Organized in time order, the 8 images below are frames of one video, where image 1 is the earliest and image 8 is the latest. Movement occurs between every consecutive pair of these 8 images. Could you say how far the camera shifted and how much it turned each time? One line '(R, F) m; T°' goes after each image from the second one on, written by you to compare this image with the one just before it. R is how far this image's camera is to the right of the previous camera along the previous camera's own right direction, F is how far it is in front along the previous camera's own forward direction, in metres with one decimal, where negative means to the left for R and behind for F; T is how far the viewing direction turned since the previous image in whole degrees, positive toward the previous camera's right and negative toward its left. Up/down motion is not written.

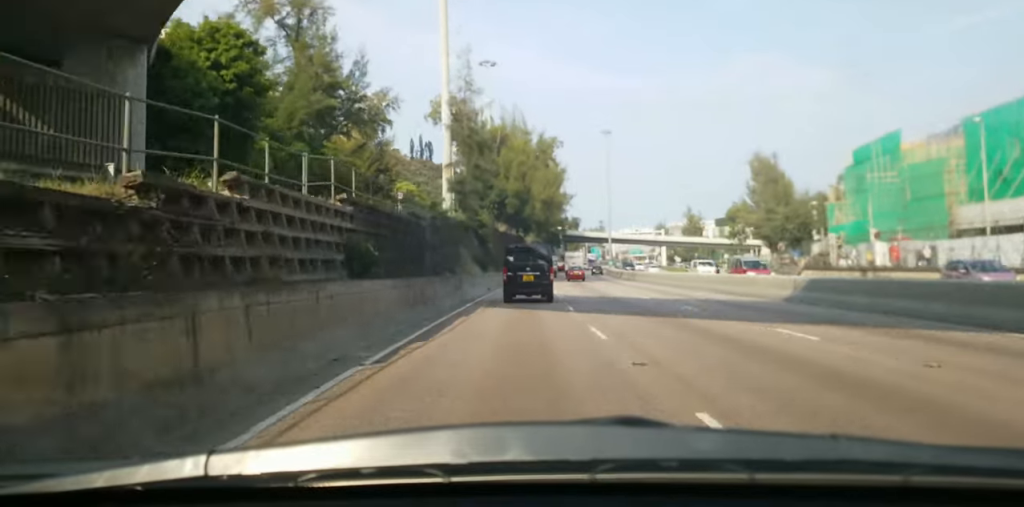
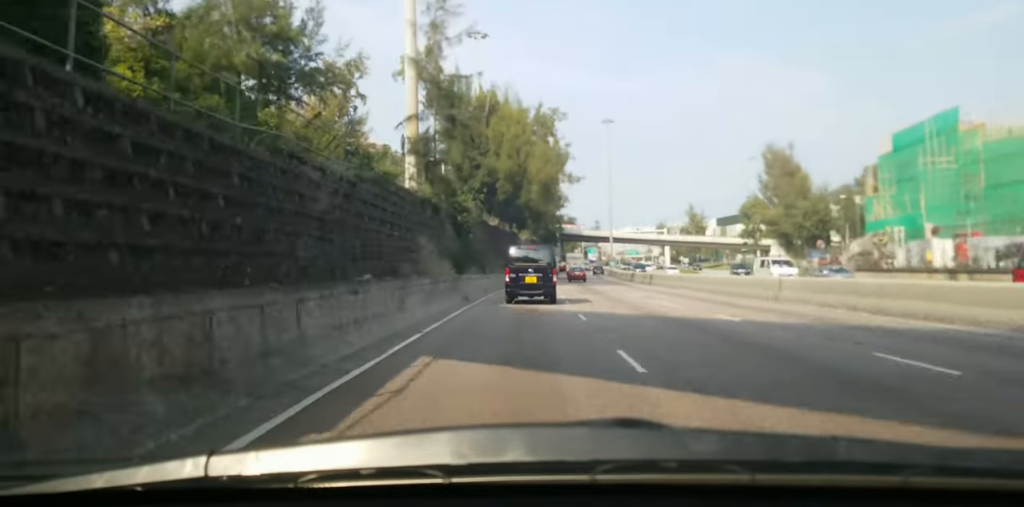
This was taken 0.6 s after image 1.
(-0.2, +12.8) m; -1°
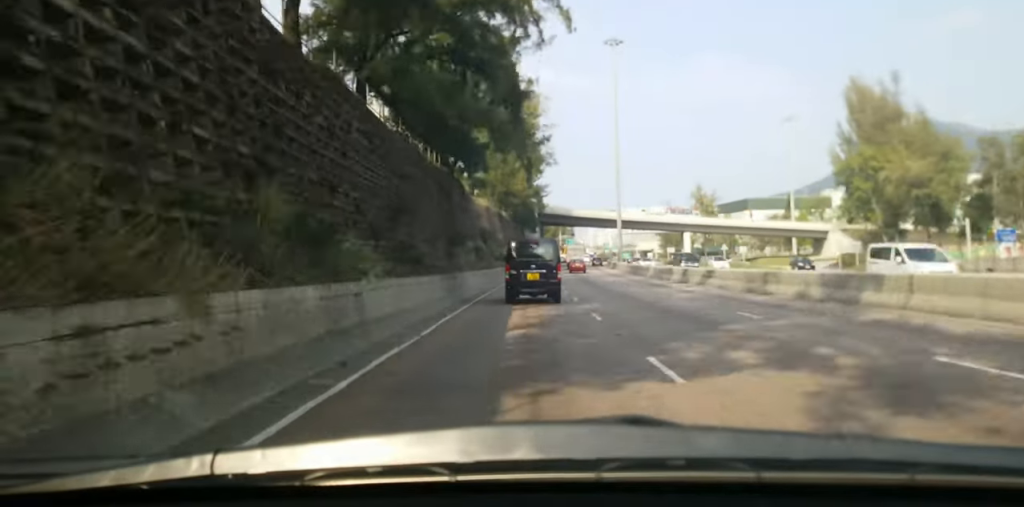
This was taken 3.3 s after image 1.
(+0.7, +56.4) m; +2°
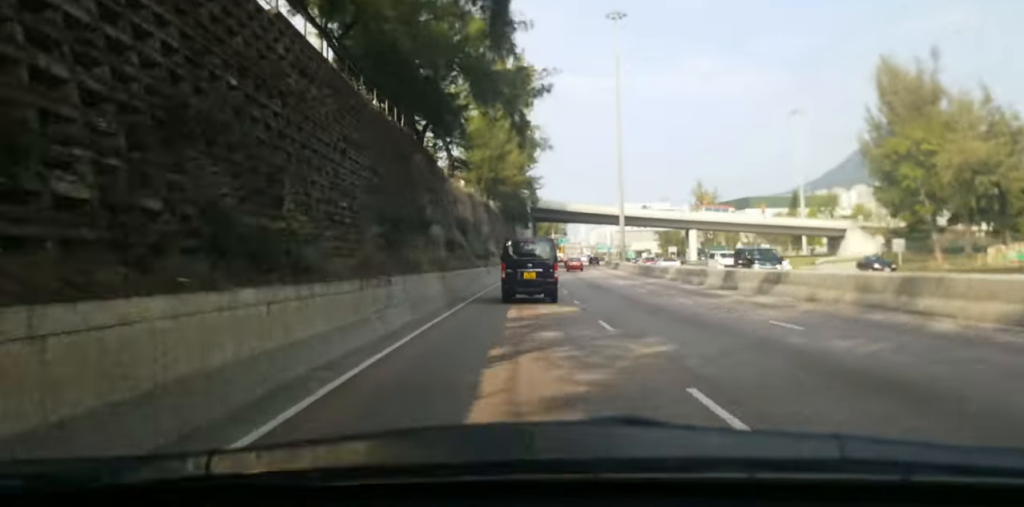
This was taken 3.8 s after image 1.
(+0.2, +11.6) m; +1°
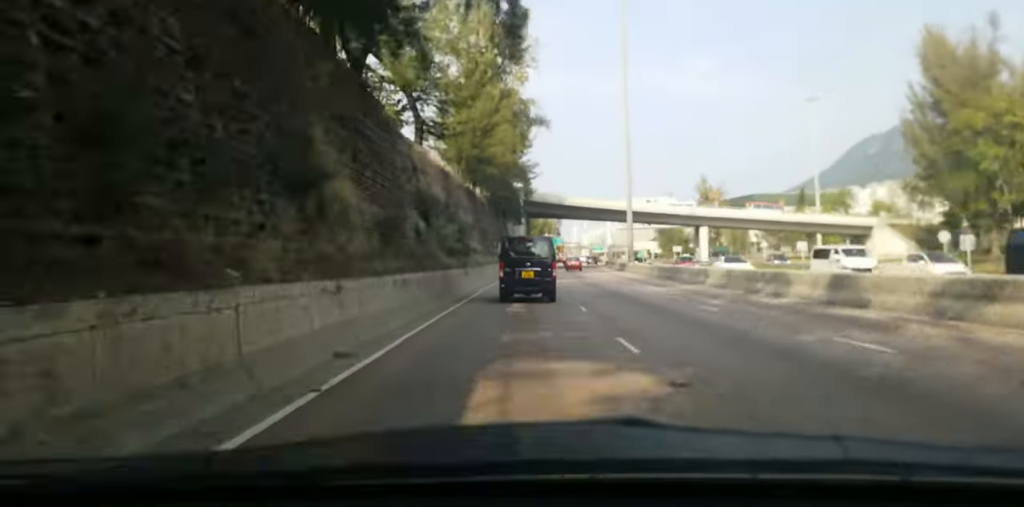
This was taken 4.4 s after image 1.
(+0.4, +12.3) m; +1°
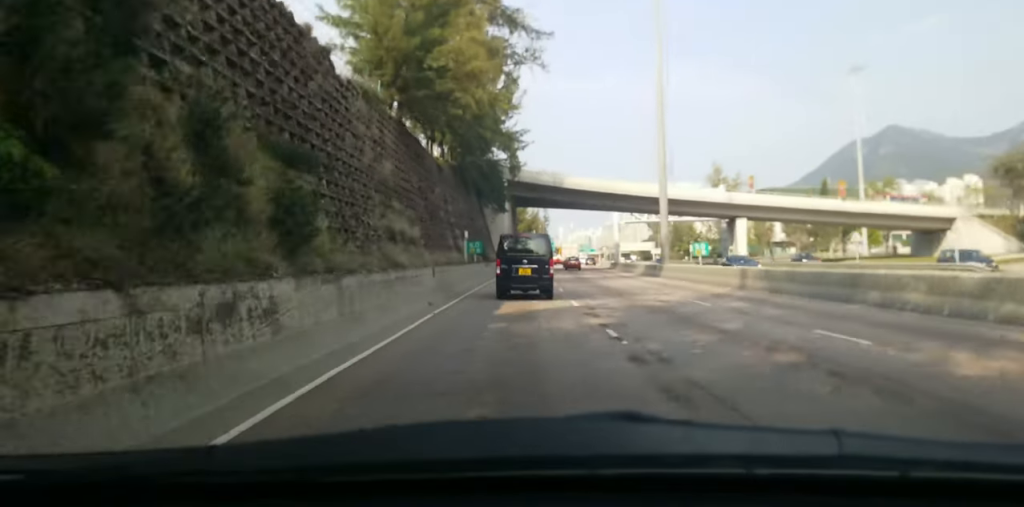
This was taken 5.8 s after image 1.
(0.0, +27.5) m; +2°
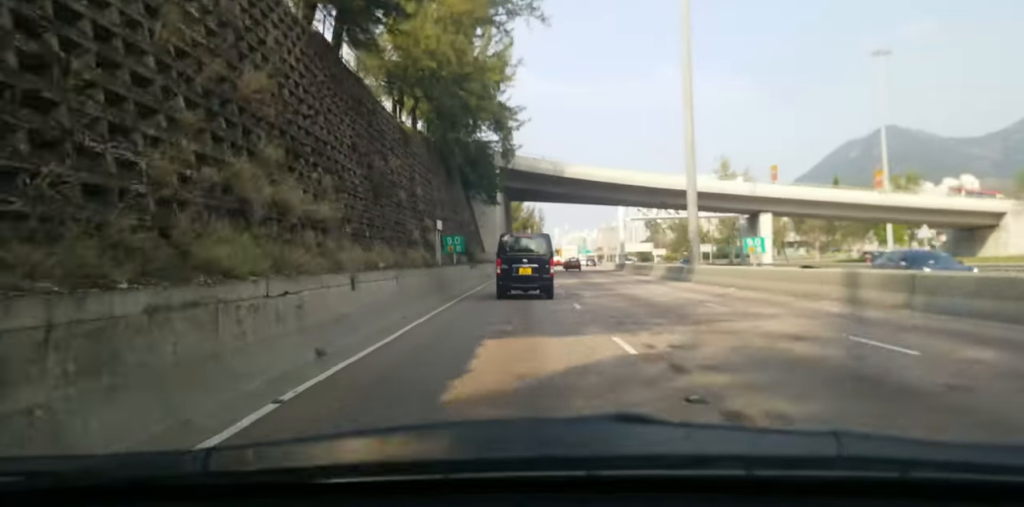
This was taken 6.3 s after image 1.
(+0.2, +9.6) m; +2°
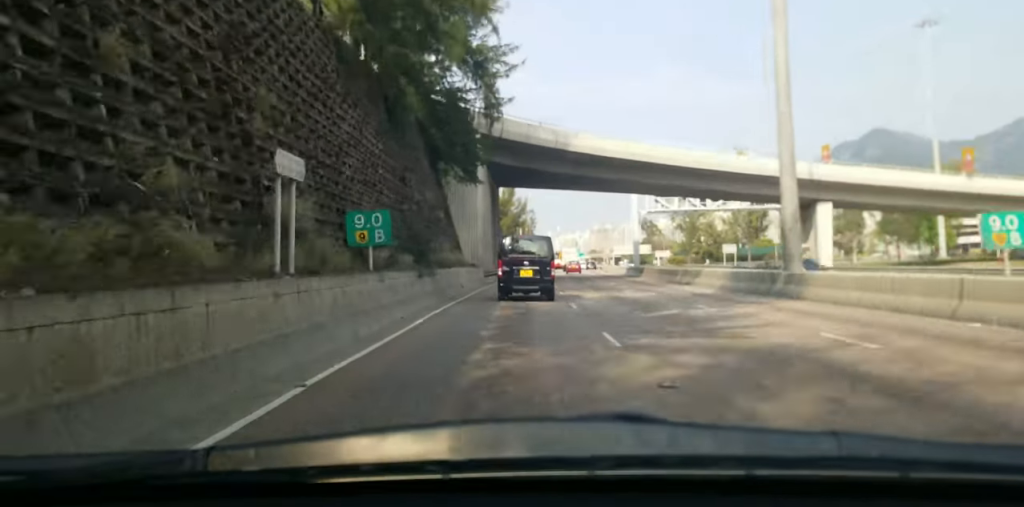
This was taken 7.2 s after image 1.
(+0.5, +17.3) m; +2°
